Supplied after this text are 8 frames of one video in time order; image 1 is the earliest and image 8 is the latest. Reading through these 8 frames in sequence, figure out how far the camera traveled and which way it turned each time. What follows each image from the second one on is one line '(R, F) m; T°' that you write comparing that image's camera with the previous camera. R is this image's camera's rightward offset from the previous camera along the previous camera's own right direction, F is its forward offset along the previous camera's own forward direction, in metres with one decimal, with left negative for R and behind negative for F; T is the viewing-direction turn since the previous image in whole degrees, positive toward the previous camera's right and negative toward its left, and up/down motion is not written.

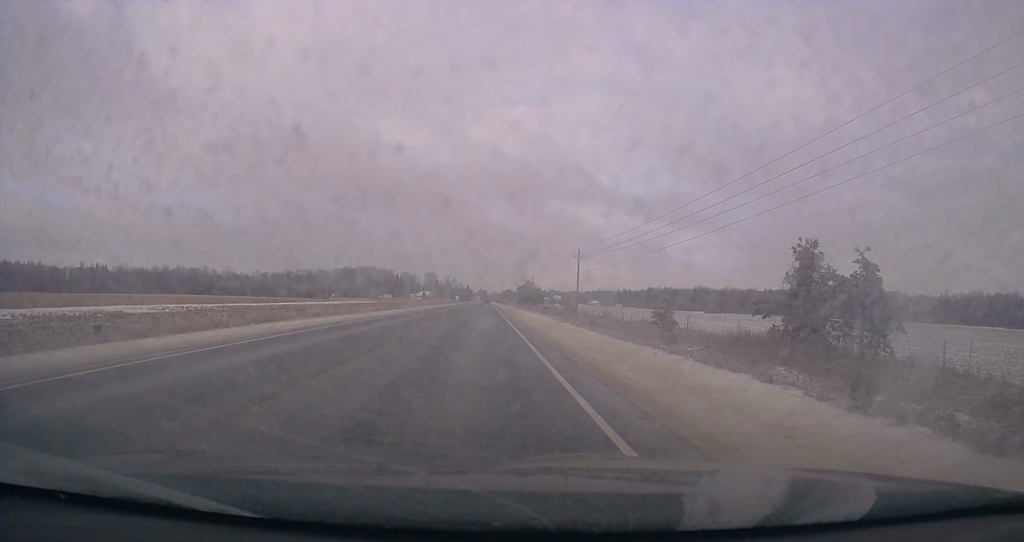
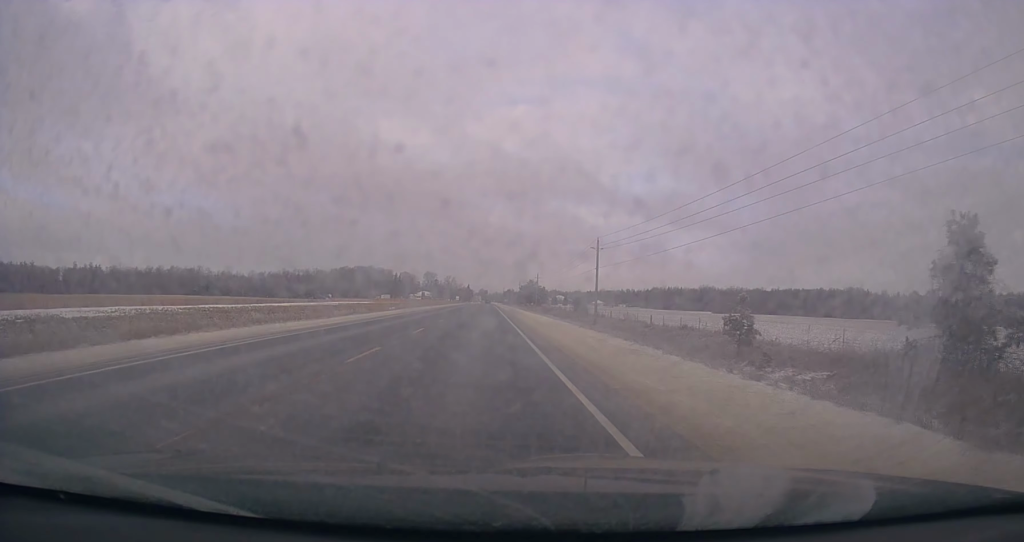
(+0.2, +12.3) m; +1°
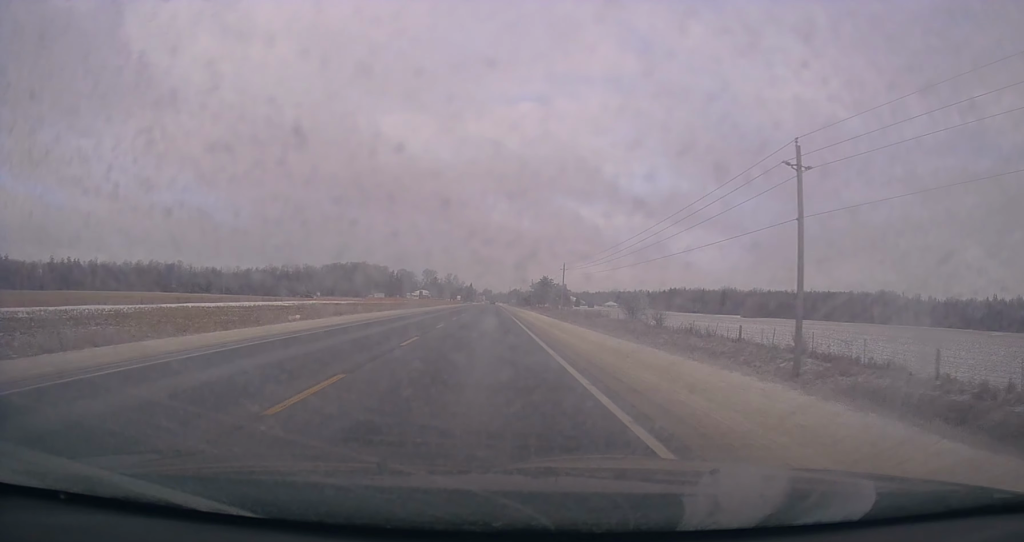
(+0.3, +40.8) m; -2°
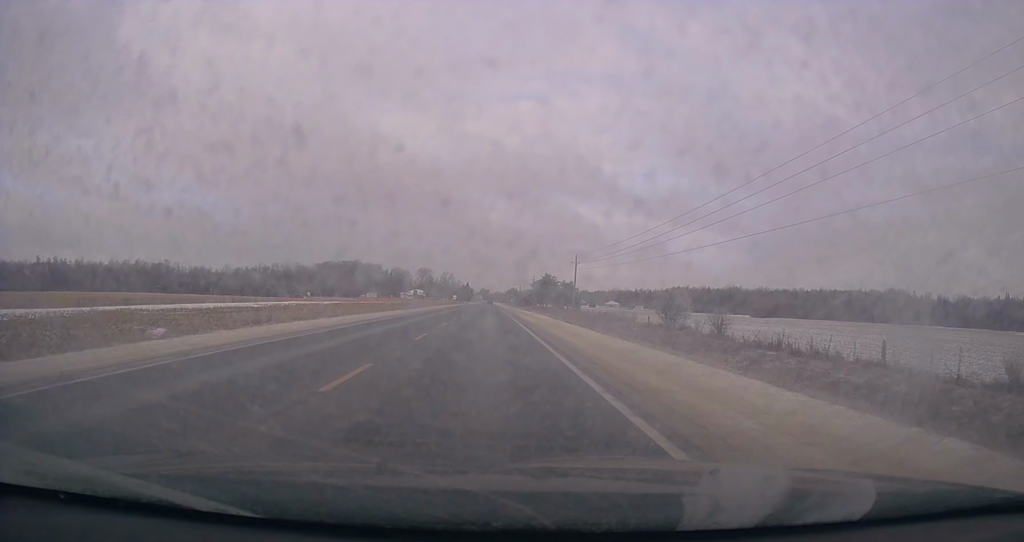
(-0.1, +16.2) m; 0°
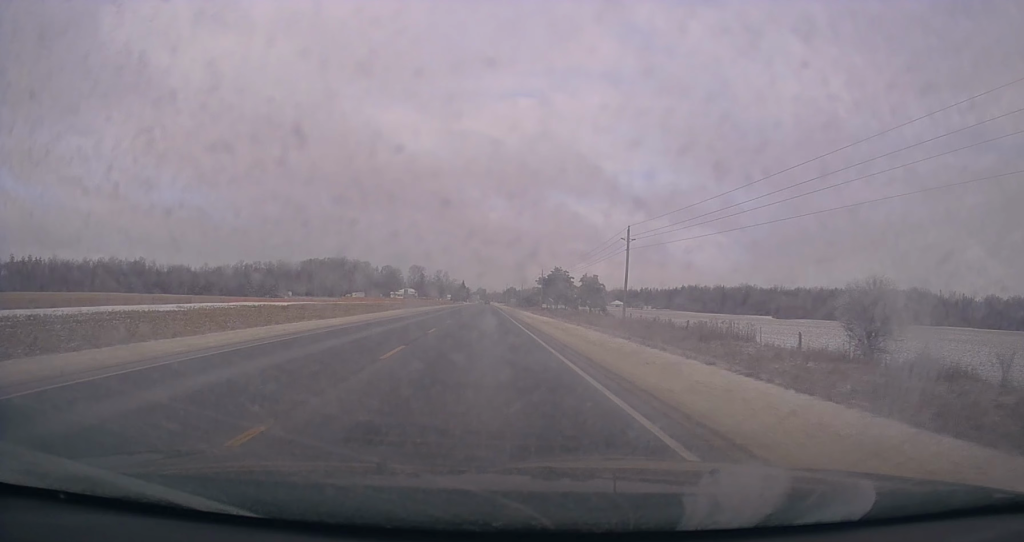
(+0.2, +32.6) m; +2°
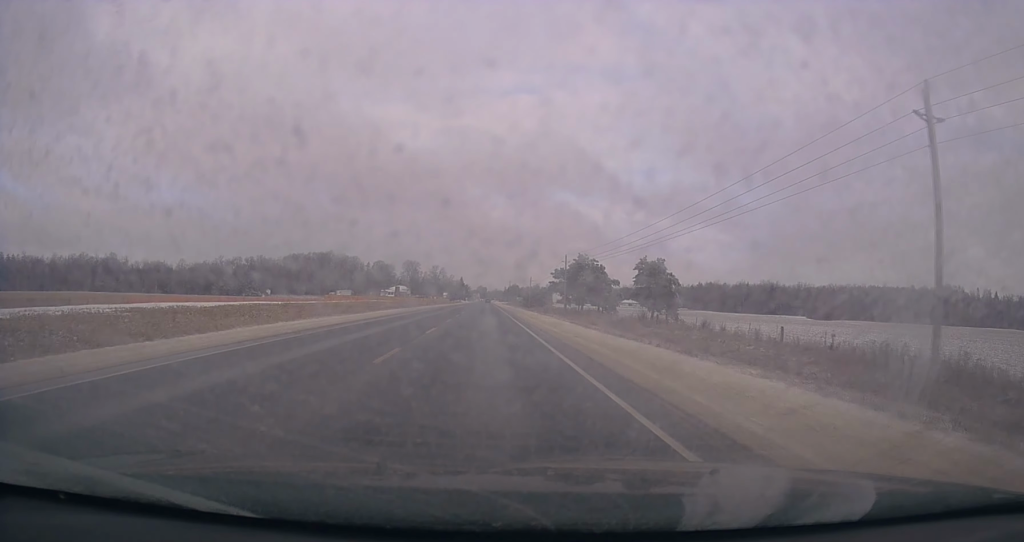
(+0.6, +37.2) m; -1°
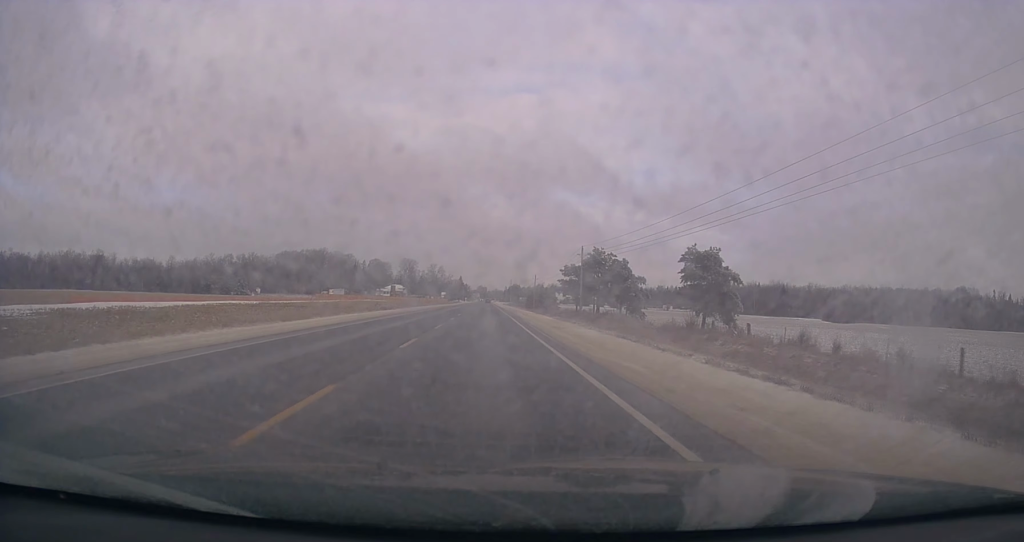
(-0.2, +15.0) m; -1°
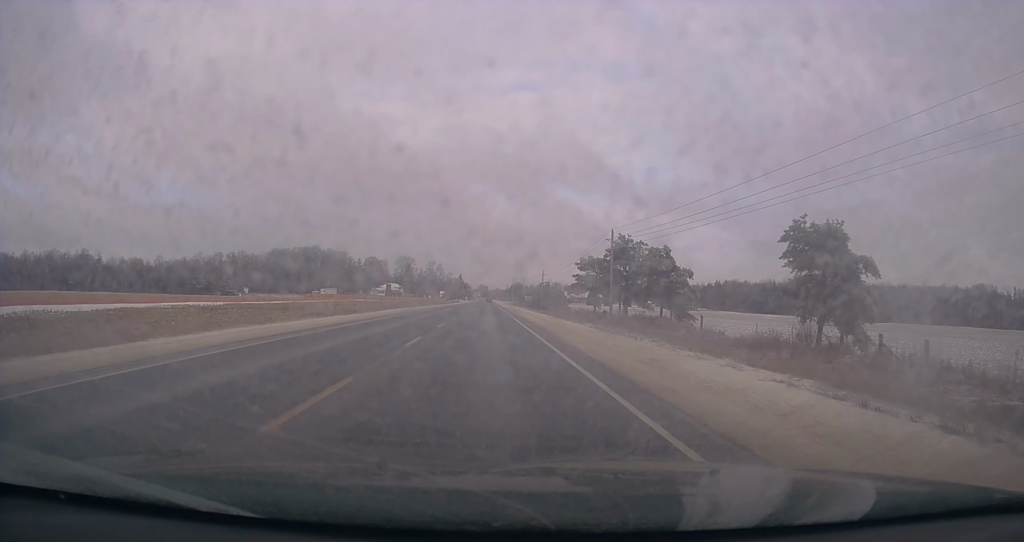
(-0.3, +18.0) m; 0°
